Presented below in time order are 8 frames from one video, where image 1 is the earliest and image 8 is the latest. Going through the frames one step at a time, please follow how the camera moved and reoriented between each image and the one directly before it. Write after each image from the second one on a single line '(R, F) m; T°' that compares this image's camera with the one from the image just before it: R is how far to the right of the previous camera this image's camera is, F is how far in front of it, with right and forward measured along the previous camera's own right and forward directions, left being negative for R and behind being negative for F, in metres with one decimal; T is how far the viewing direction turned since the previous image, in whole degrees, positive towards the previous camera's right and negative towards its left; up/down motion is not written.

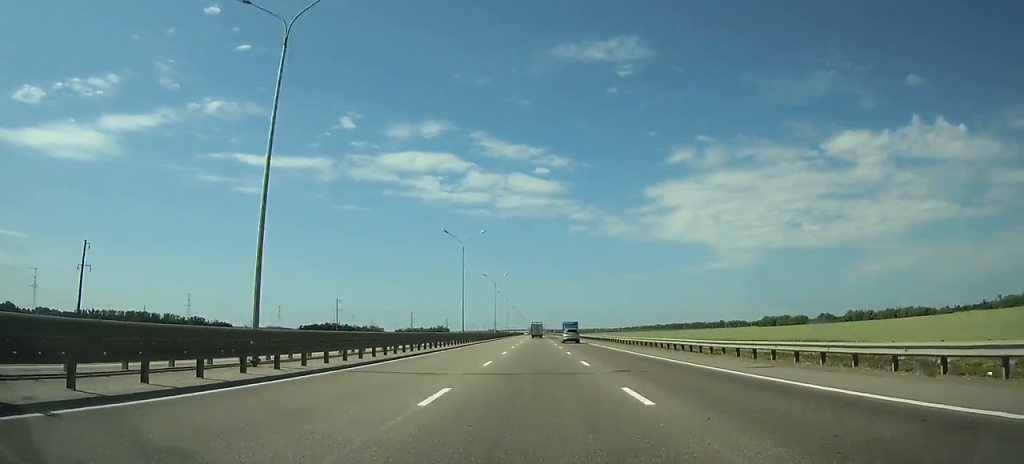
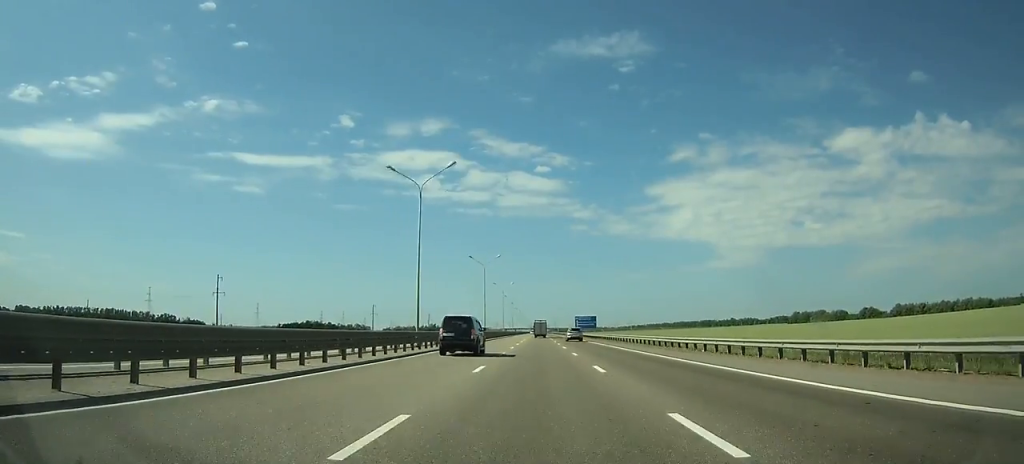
(+0.1, +78.0) m; 0°
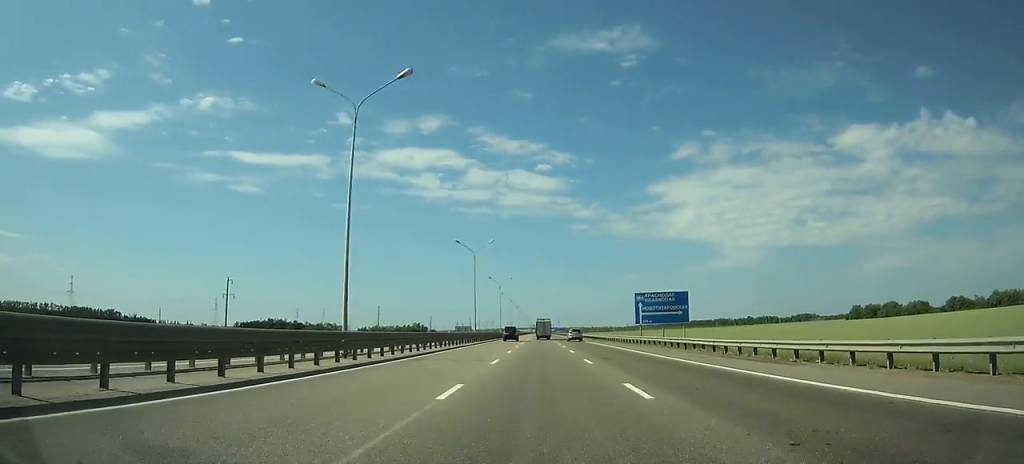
(+0.1, +113.4) m; 0°
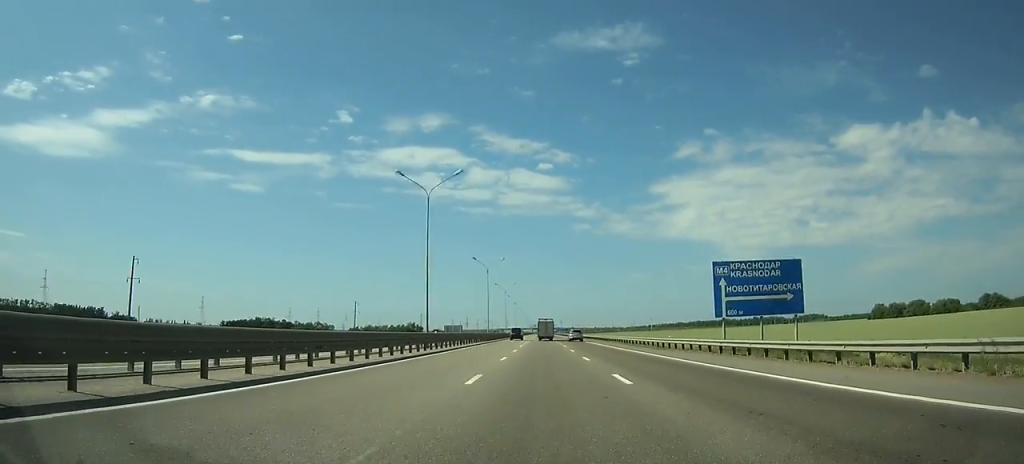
(0.0, +30.9) m; 0°
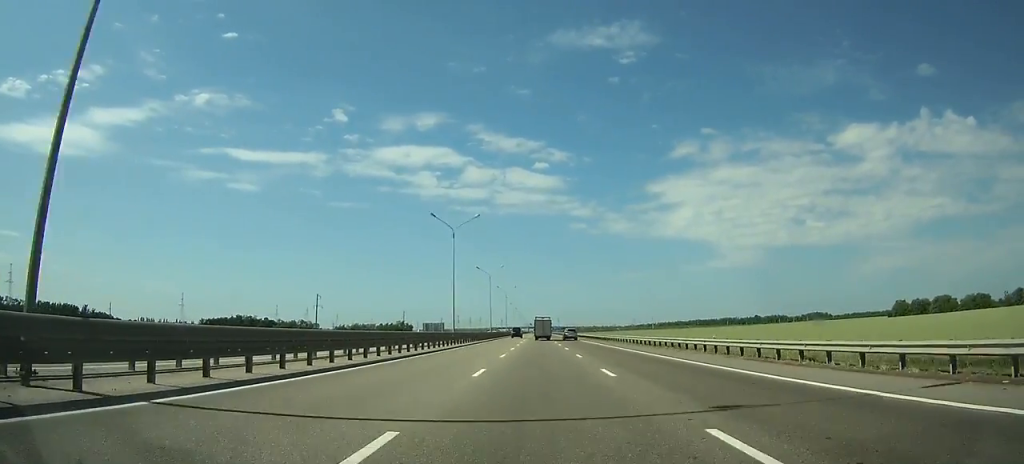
(-0.1, +33.1) m; 0°
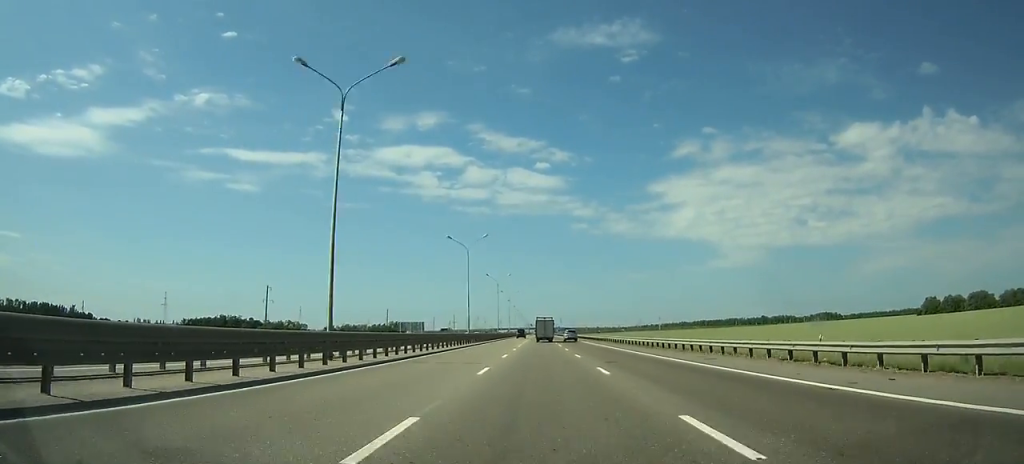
(-0.1, +33.4) m; 0°
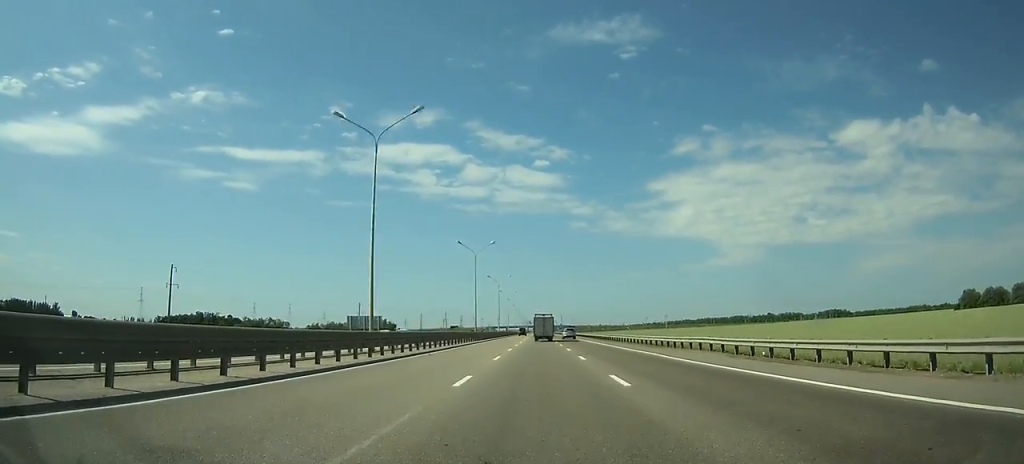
(+0.1, +40.1) m; 0°
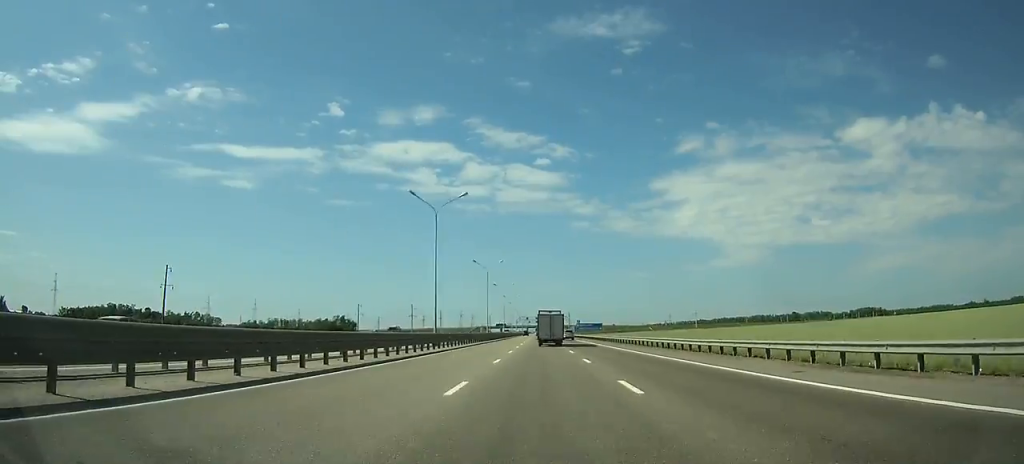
(0.0, +124.8) m; 0°
